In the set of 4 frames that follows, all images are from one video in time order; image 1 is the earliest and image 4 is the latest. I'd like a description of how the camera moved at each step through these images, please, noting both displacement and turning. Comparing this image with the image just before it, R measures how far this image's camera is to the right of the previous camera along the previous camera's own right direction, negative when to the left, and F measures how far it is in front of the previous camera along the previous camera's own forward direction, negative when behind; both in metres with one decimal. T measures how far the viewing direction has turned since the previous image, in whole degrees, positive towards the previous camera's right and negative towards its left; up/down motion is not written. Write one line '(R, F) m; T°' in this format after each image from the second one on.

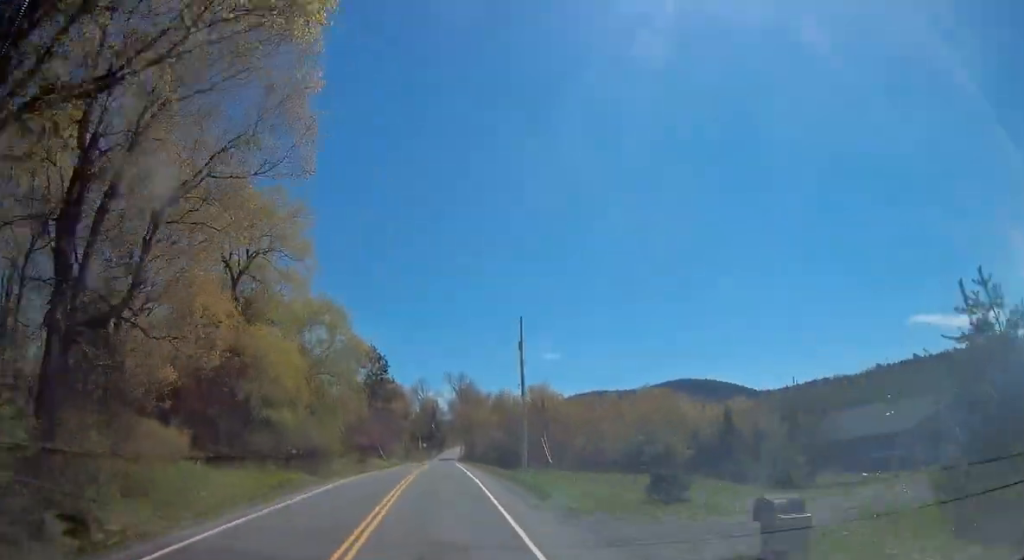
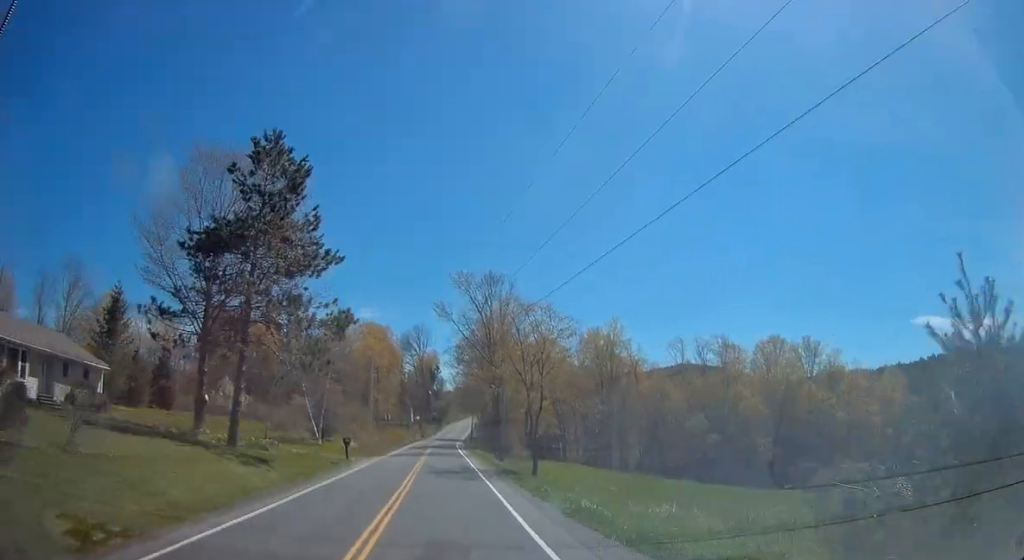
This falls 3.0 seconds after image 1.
(-0.4, +58.3) m; 0°
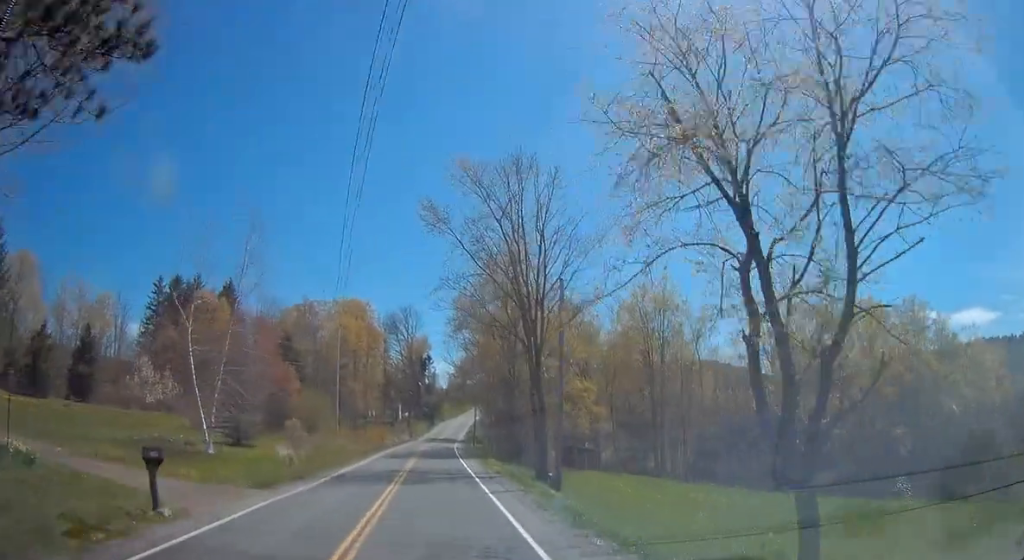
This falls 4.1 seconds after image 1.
(+0.3, +23.6) m; 0°
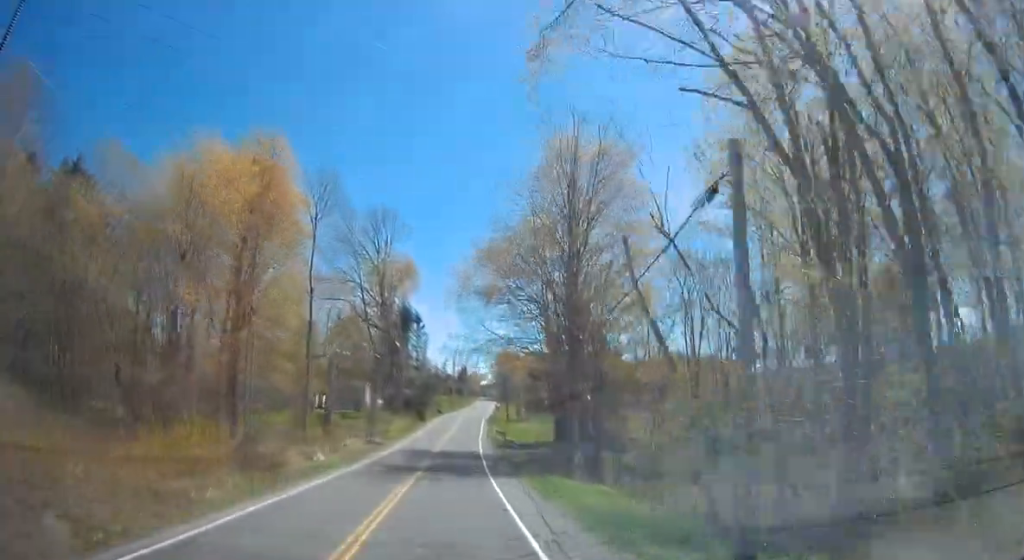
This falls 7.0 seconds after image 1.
(-0.4, +59.9) m; 0°
